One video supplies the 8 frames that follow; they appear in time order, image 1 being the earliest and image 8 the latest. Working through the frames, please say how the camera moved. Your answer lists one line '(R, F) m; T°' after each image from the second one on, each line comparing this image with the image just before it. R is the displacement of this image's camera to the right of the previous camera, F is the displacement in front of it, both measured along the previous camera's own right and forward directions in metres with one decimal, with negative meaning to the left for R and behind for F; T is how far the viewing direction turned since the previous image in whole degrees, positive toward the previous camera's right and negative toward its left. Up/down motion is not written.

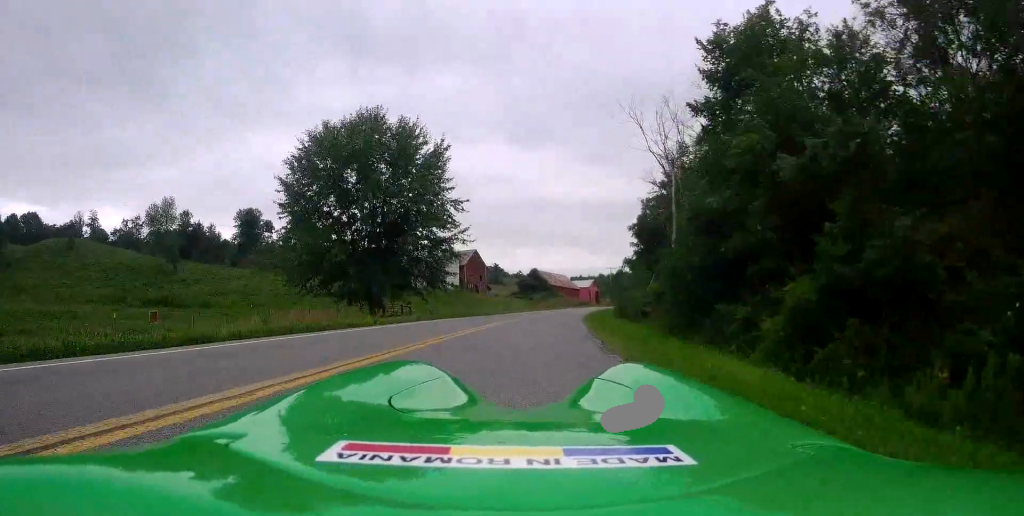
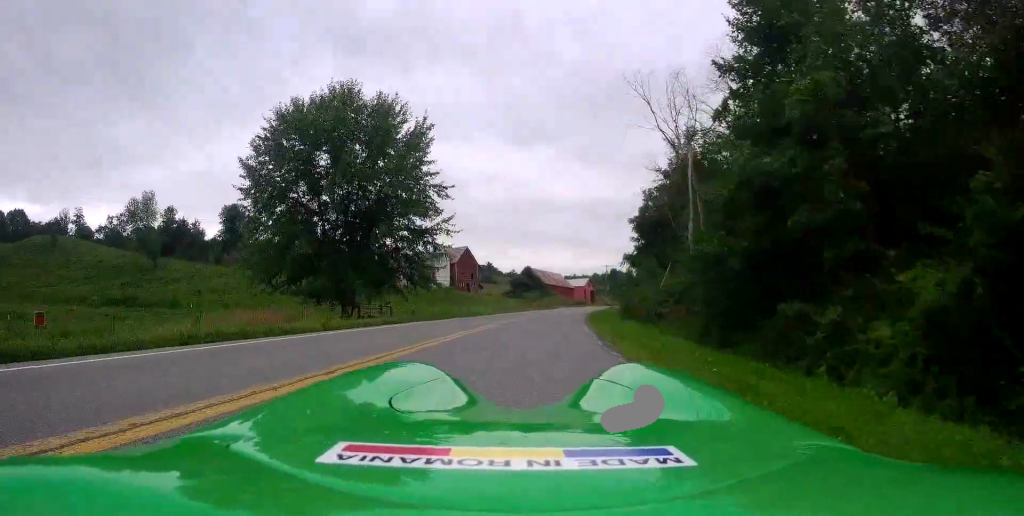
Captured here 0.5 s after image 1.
(+0.3, +4.5) m; +1°
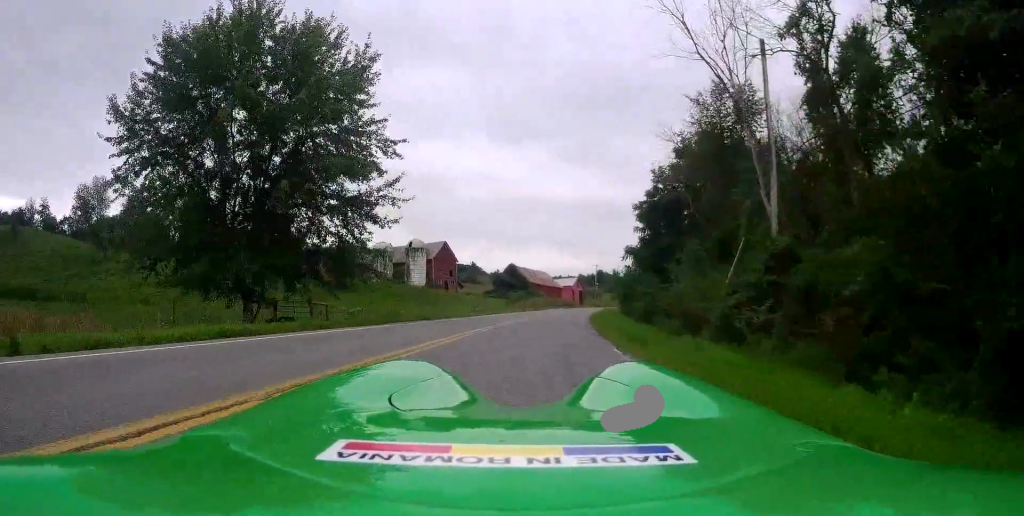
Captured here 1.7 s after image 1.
(+0.1, +11.0) m; 0°
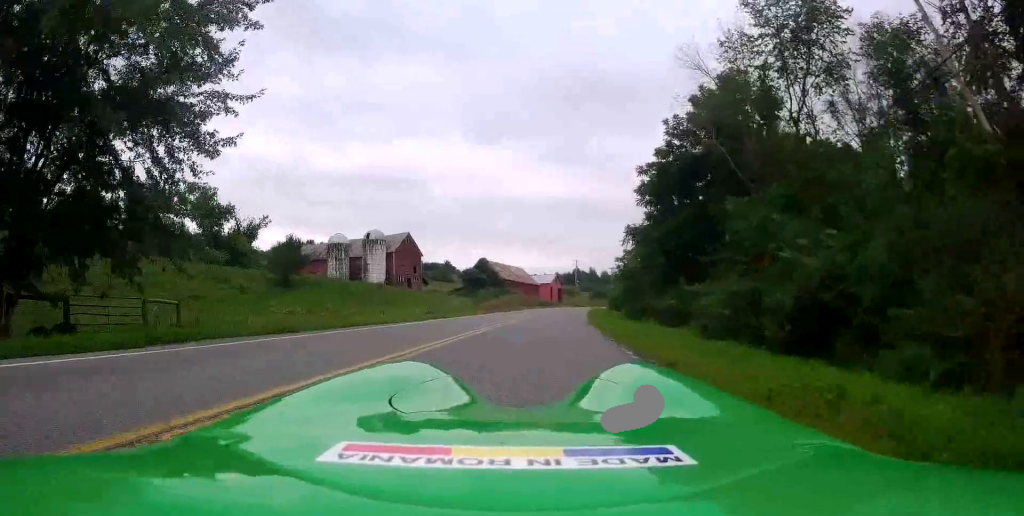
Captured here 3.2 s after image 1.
(+0.4, +13.1) m; +6°
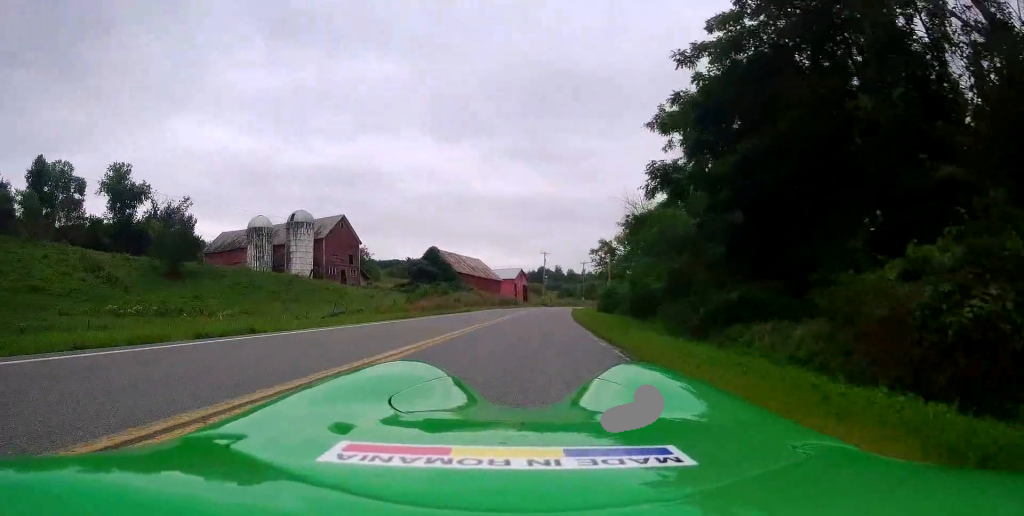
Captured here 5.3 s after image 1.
(+1.1, +19.3) m; +3°
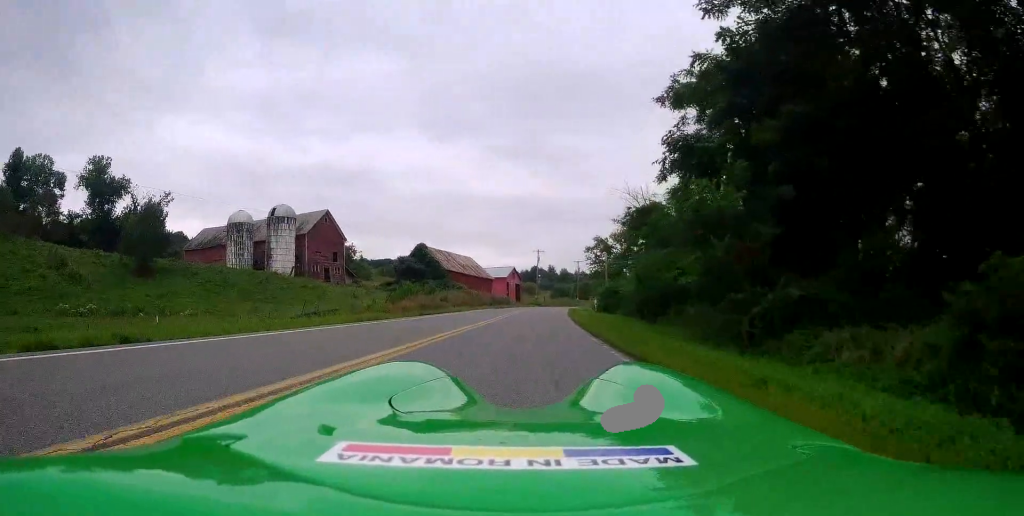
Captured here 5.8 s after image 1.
(0.0, +4.3) m; 0°
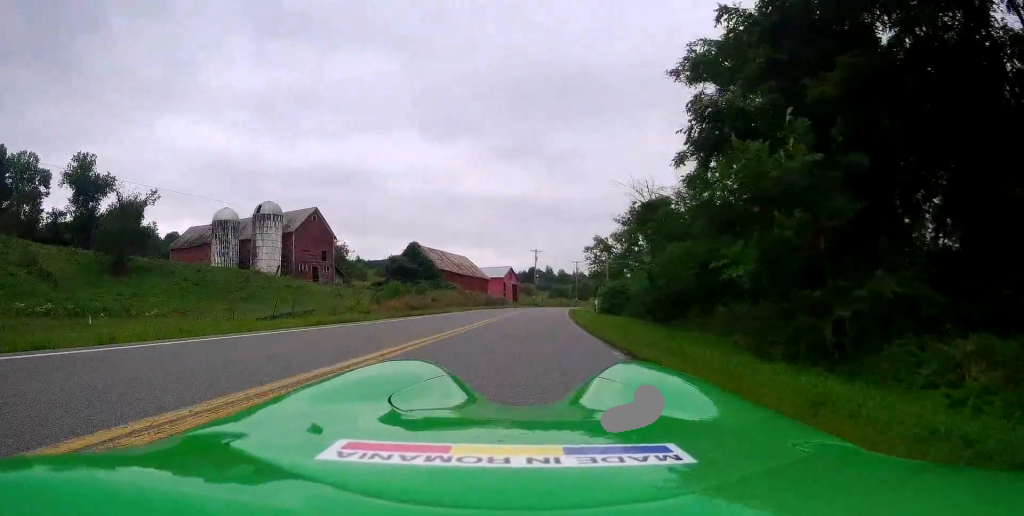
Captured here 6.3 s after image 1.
(0.0, +3.9) m; 0°
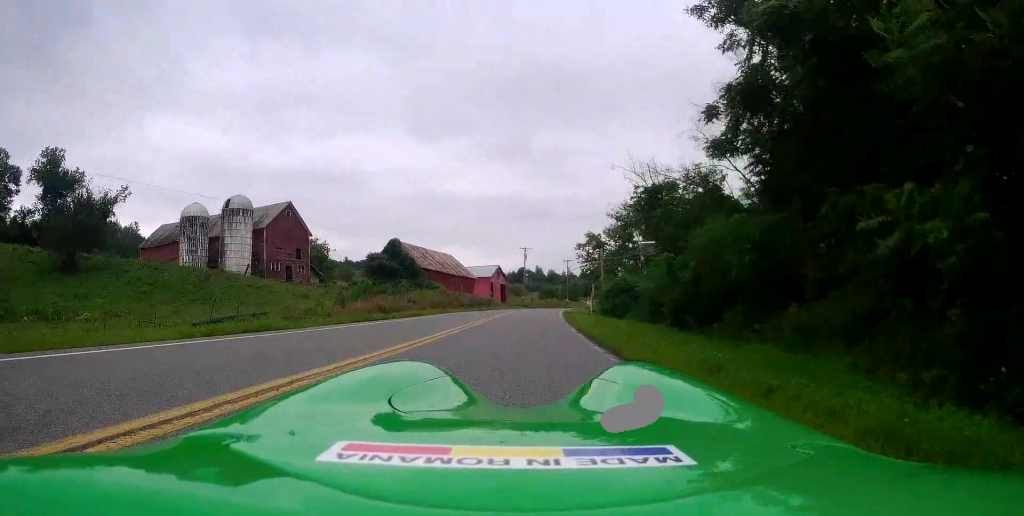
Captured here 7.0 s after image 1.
(0.0, +5.6) m; 0°
